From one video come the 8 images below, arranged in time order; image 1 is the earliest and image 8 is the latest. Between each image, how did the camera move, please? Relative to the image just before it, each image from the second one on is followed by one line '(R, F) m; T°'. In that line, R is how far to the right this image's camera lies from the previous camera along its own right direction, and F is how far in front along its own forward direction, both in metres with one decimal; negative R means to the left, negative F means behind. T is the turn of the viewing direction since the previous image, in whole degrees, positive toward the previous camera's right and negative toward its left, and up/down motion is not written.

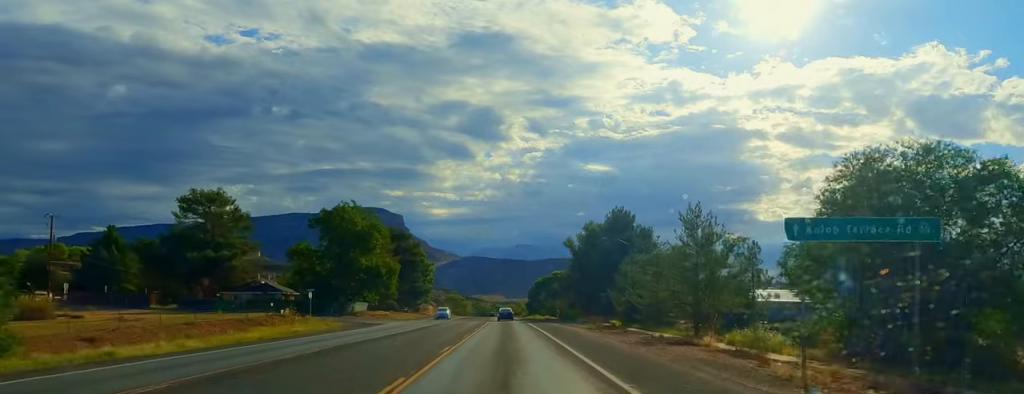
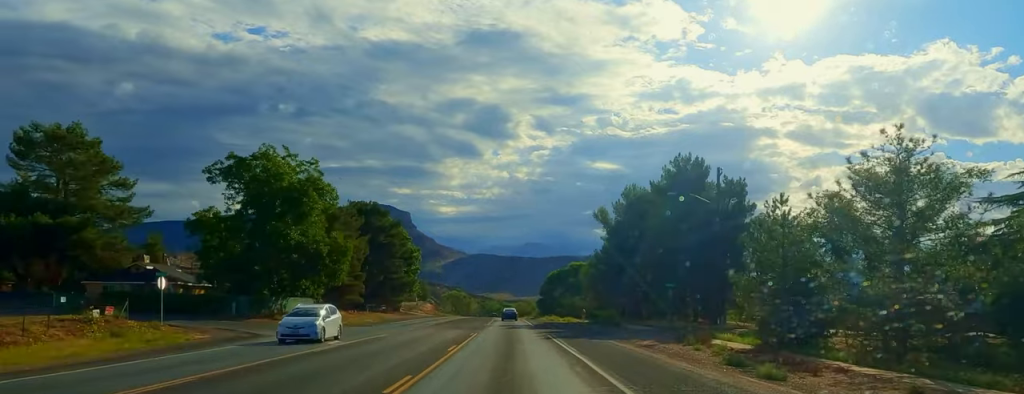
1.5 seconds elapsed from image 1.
(-0.6, +35.6) m; 0°
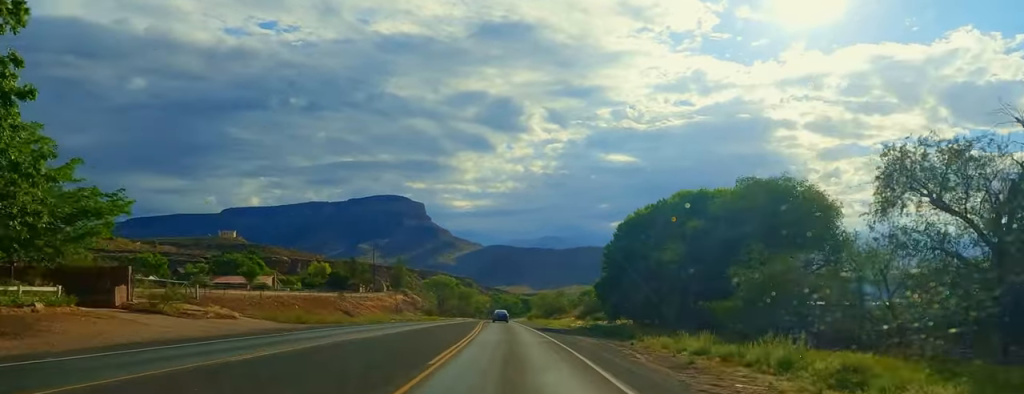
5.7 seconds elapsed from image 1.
(-0.3, +103.2) m; -1°
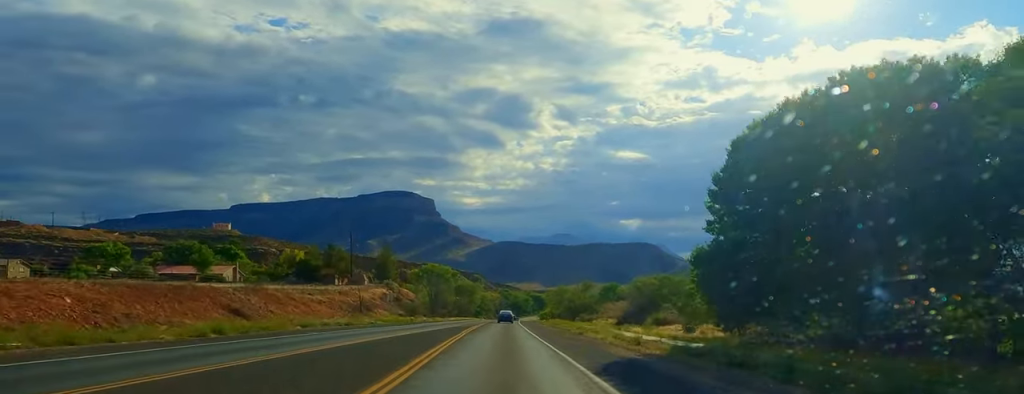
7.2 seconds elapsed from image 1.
(-0.4, +36.7) m; -1°
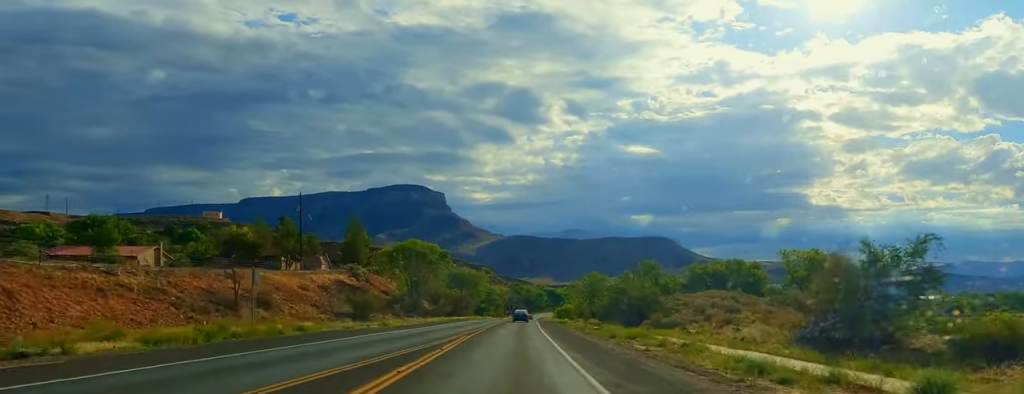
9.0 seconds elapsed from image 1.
(-0.1, +44.0) m; 0°
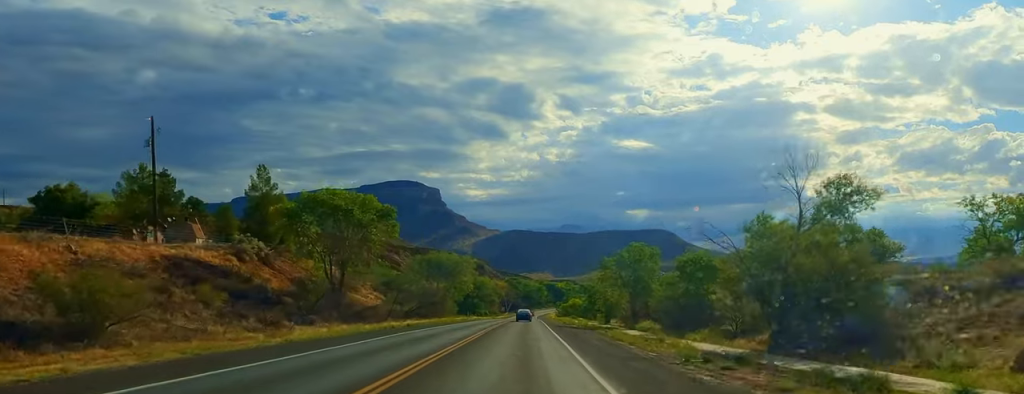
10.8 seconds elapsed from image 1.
(0.0, +43.2) m; +1°
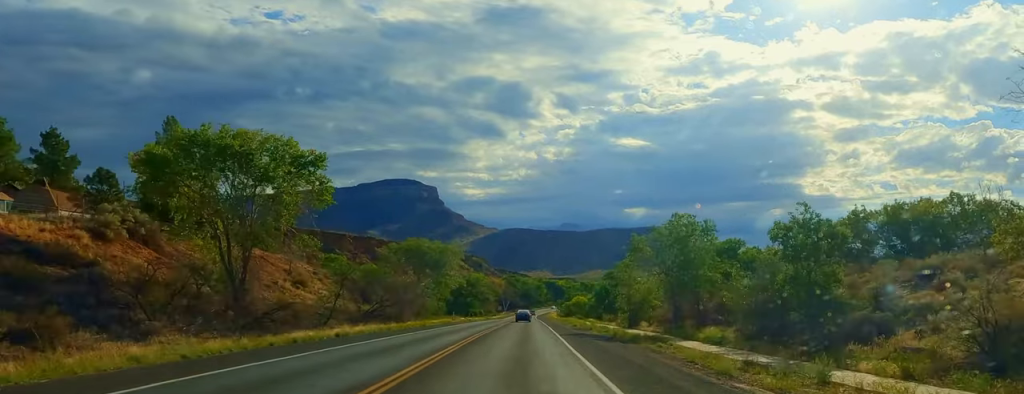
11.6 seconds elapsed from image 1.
(+0.7, +20.5) m; 0°
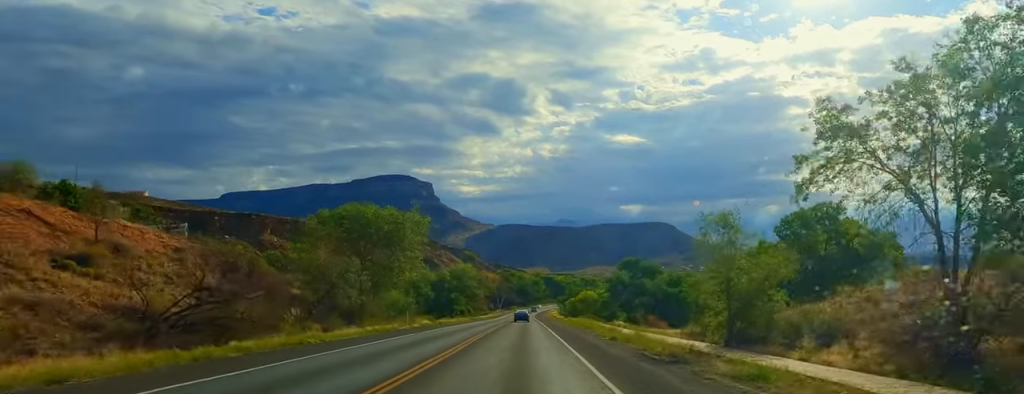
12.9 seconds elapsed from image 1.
(+0.3, +33.1) m; 0°
